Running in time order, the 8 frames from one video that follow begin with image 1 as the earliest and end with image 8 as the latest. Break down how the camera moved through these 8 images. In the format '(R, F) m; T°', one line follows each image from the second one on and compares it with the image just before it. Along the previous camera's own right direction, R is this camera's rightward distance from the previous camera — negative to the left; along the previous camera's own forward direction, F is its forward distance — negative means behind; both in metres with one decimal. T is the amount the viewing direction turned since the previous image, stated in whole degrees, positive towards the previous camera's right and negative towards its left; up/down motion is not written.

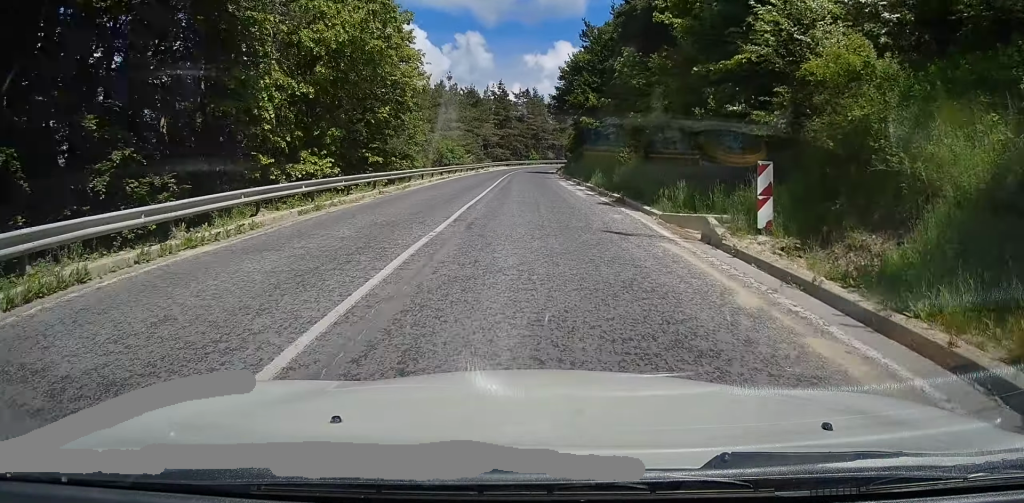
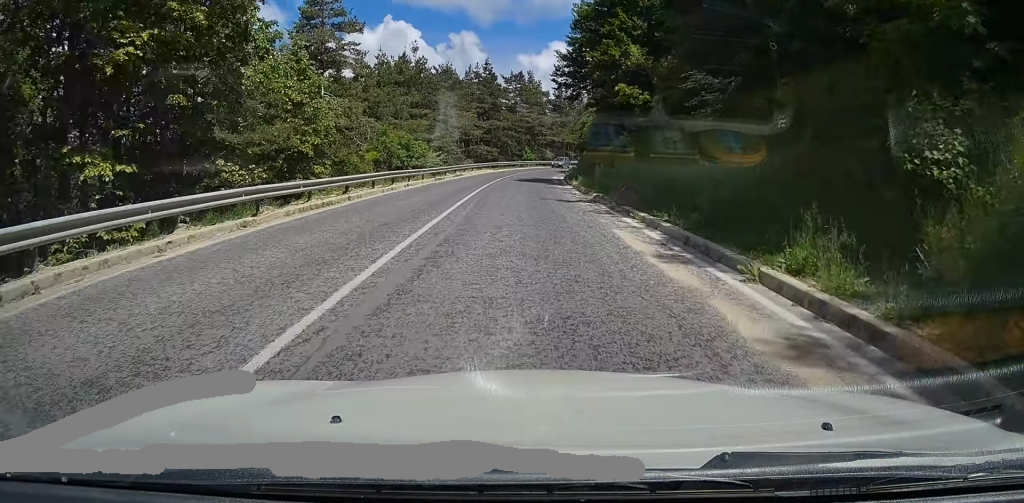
(-0.1, +24.1) m; -1°
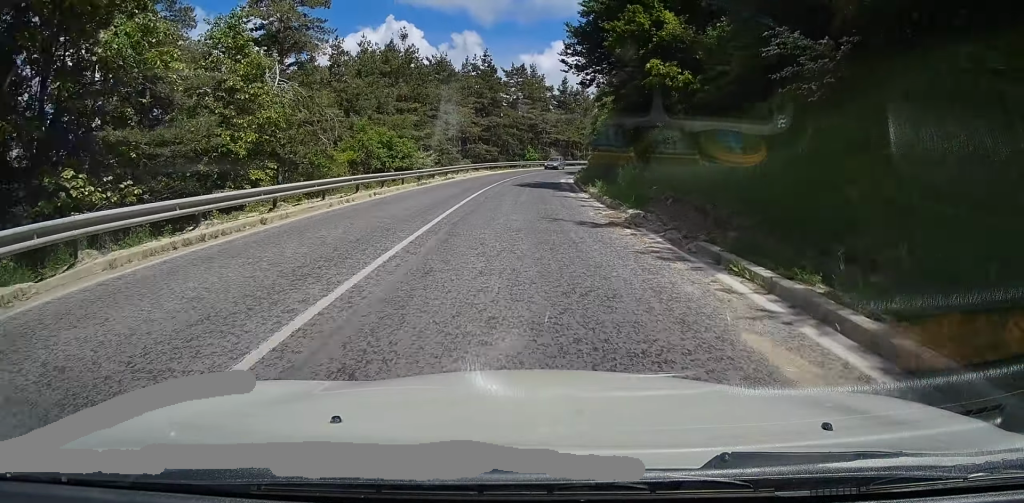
(0.0, +7.1) m; -1°
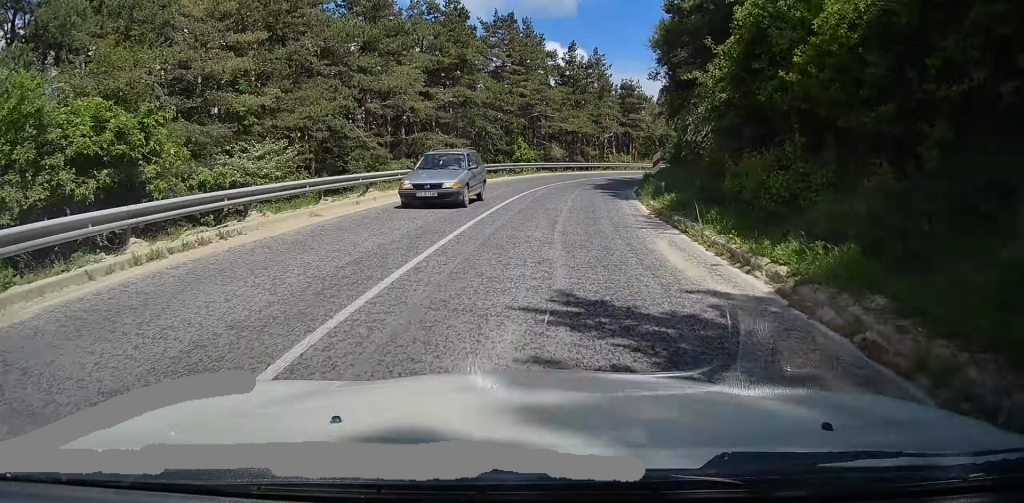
(-0.5, +30.9) m; +2°
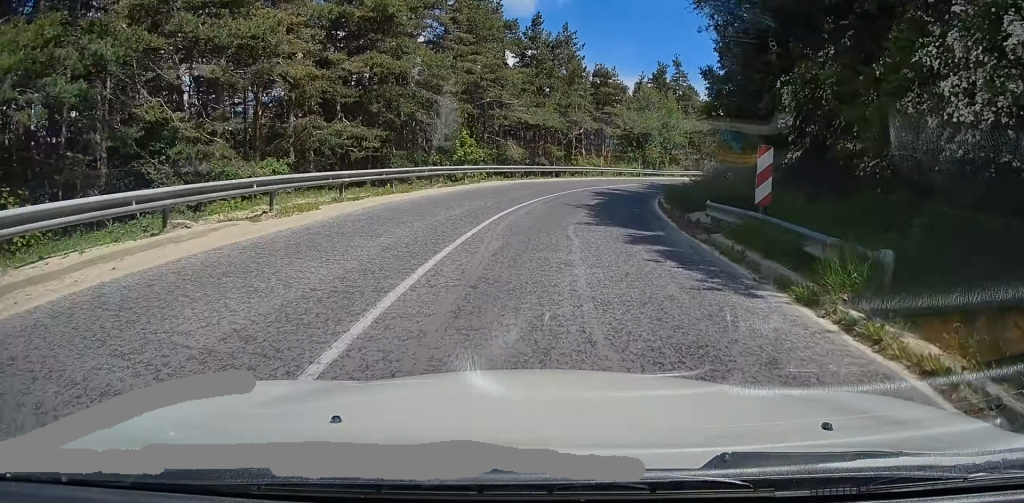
(+0.6, +14.5) m; +7°
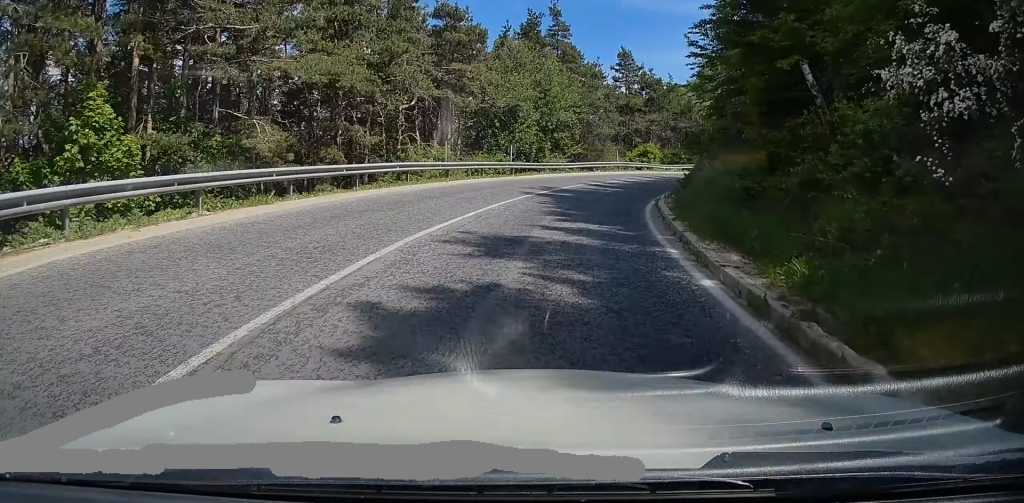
(+3.0, +24.1) m; +13°
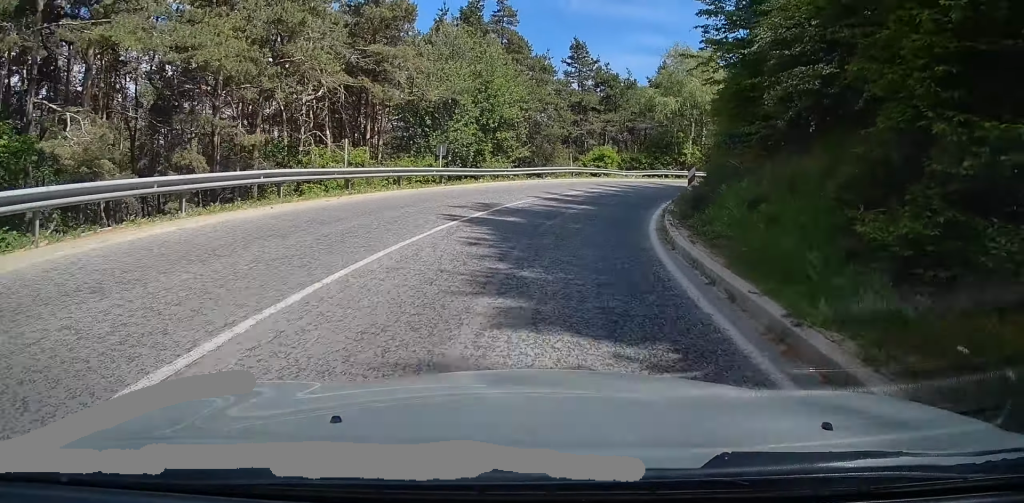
(+0.2, +7.9) m; +5°
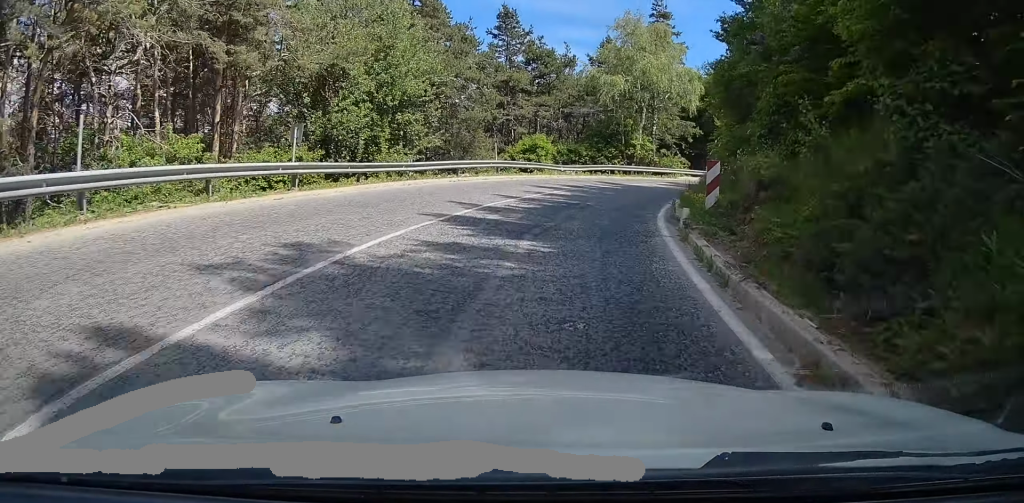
(+0.3, +10.2) m; +8°
